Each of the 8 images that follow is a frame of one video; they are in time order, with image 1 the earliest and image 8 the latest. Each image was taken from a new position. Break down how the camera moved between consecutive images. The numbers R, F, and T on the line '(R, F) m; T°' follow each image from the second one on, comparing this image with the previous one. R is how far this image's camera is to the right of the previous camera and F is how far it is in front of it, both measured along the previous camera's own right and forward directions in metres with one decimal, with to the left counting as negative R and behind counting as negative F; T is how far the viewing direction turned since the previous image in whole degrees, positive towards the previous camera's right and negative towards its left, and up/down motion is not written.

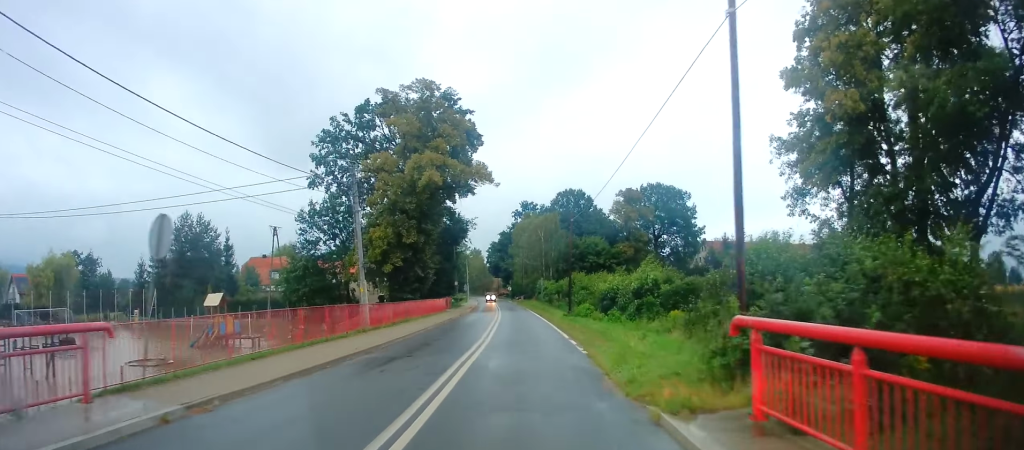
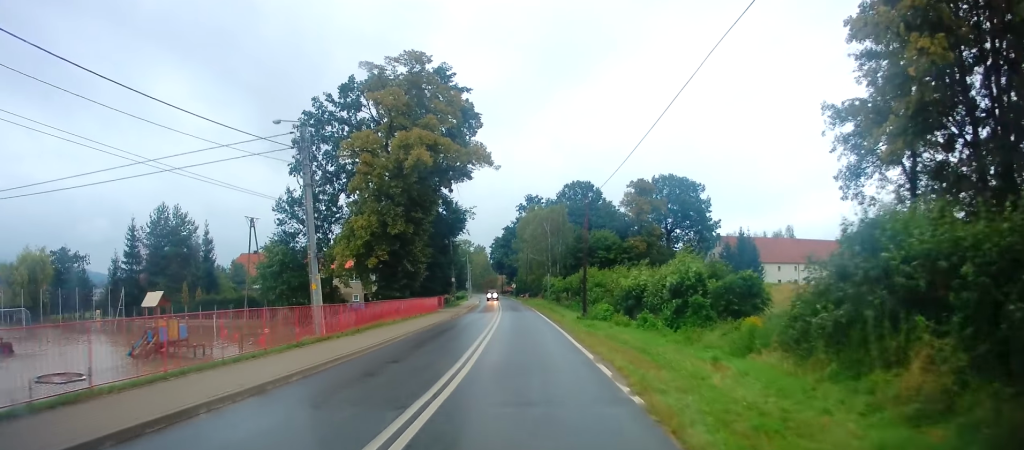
(+0.3, +6.8) m; +1°
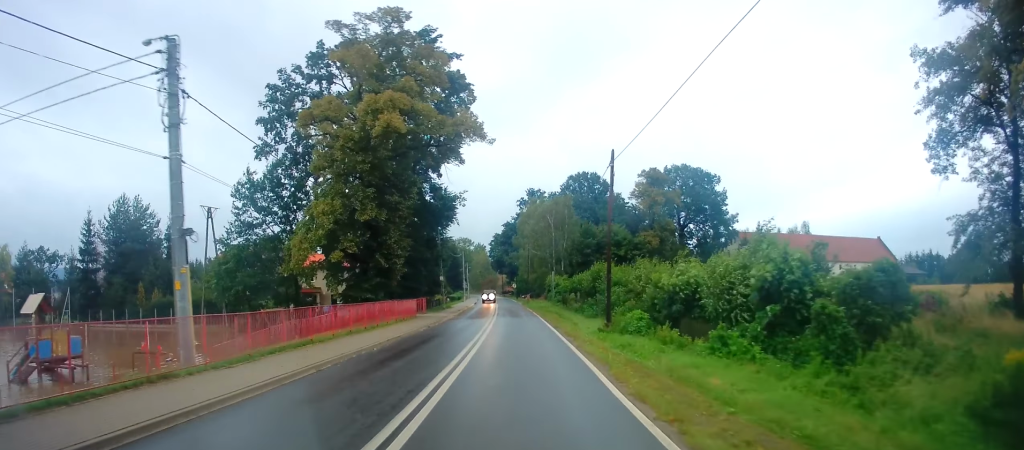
(-0.2, +8.6) m; -3°
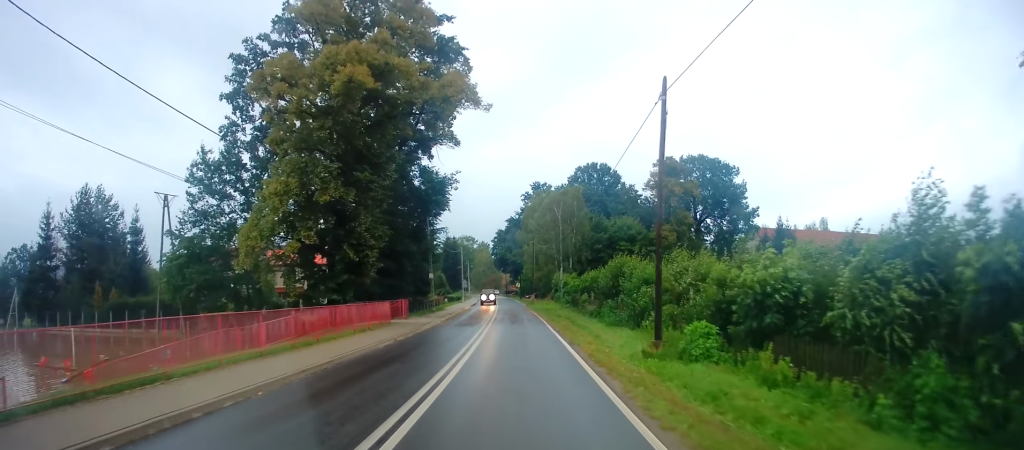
(-0.2, +7.5) m; -1°
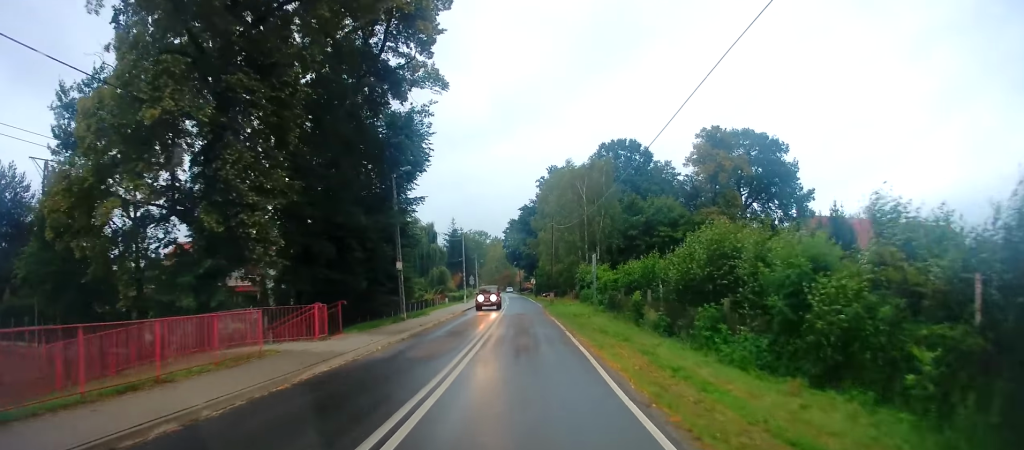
(-0.2, +14.6) m; -1°
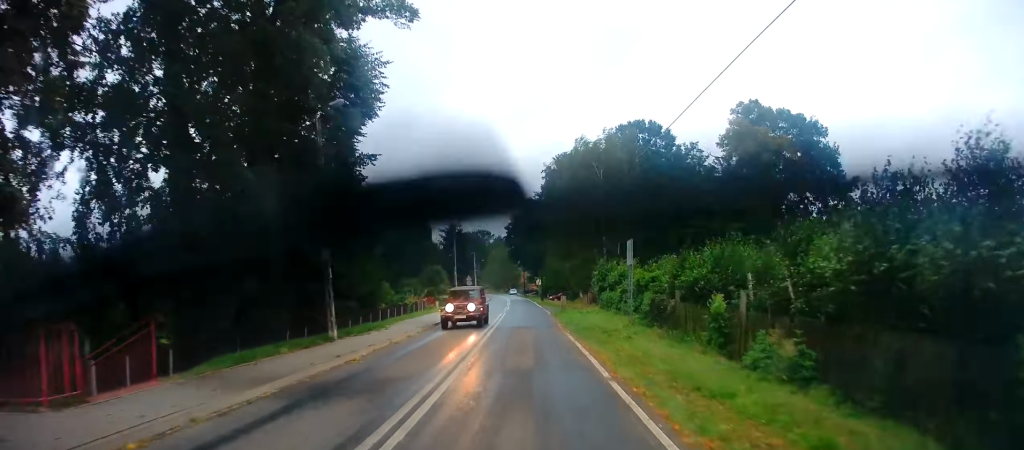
(0.0, +10.9) m; 0°
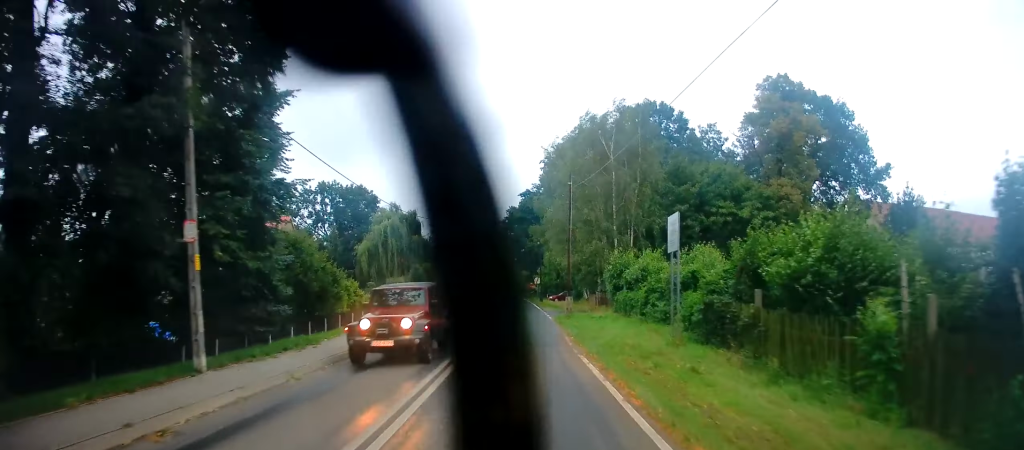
(0.0, +7.6) m; 0°
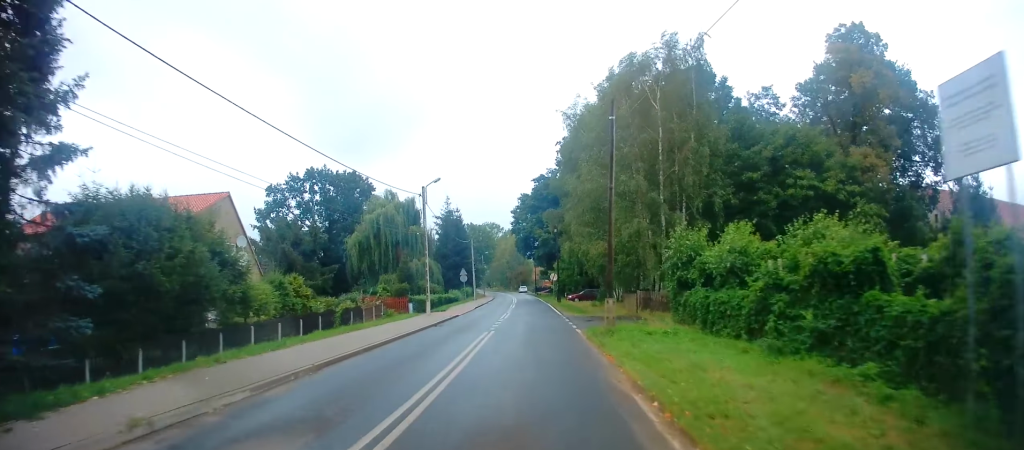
(0.0, +11.1) m; -1°
